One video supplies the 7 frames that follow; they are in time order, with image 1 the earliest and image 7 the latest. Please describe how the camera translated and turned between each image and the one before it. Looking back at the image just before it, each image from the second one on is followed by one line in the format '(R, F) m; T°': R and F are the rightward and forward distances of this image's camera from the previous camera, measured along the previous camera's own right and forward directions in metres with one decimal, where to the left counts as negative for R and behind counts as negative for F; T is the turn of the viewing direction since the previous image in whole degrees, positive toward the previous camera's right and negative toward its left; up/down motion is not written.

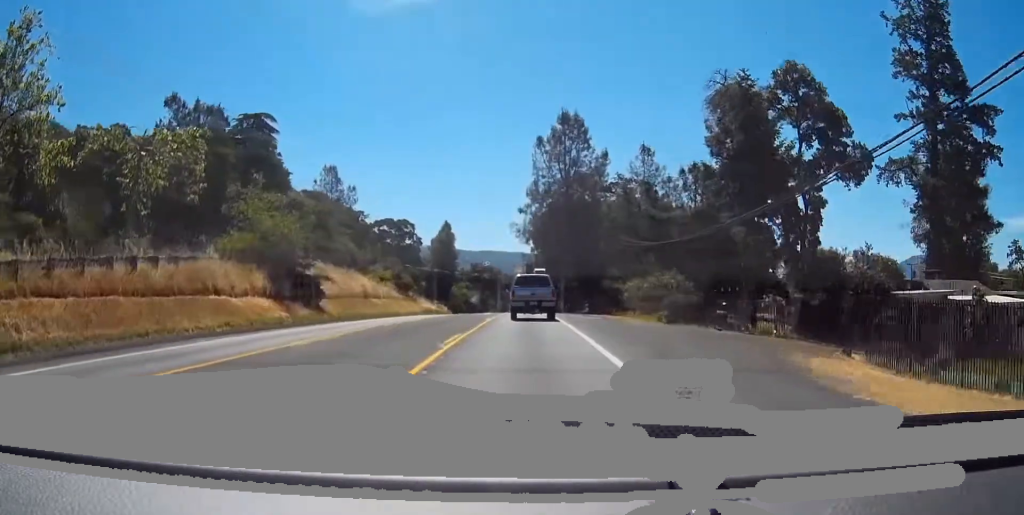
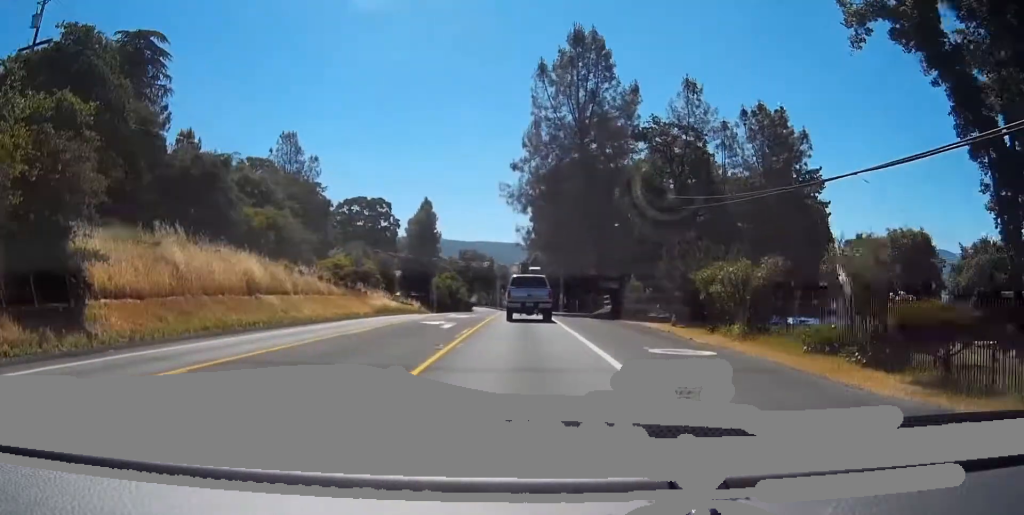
(-0.1, +25.2) m; -1°
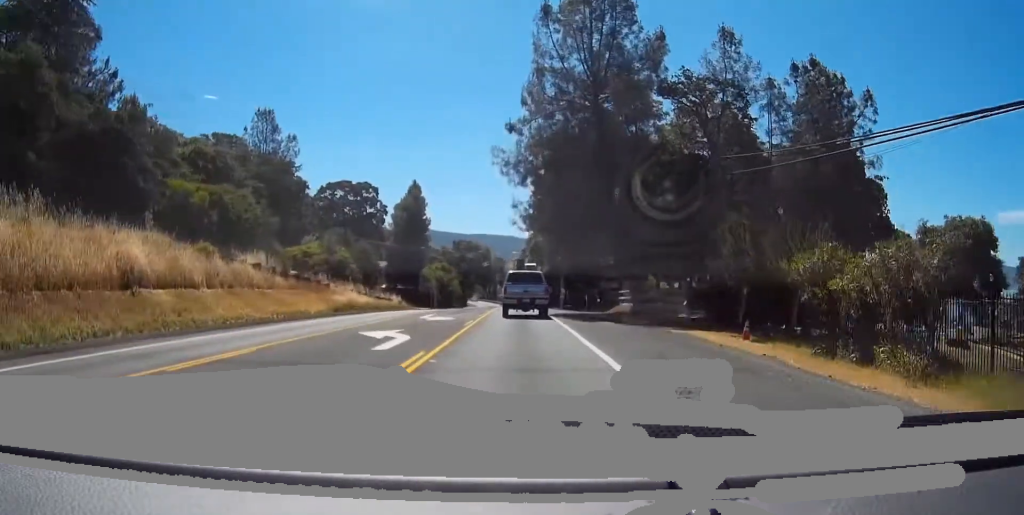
(0.0, +11.9) m; -1°
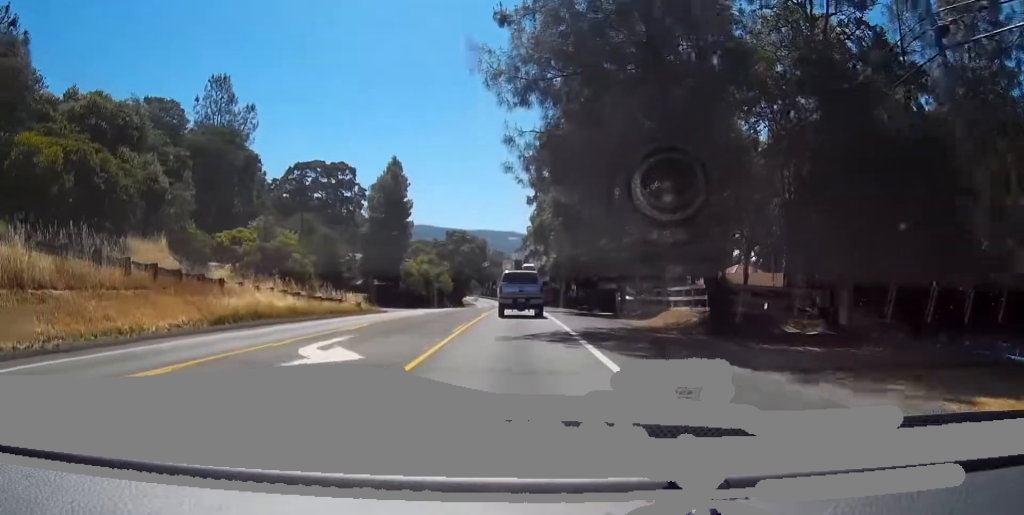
(-0.2, +18.6) m; -1°
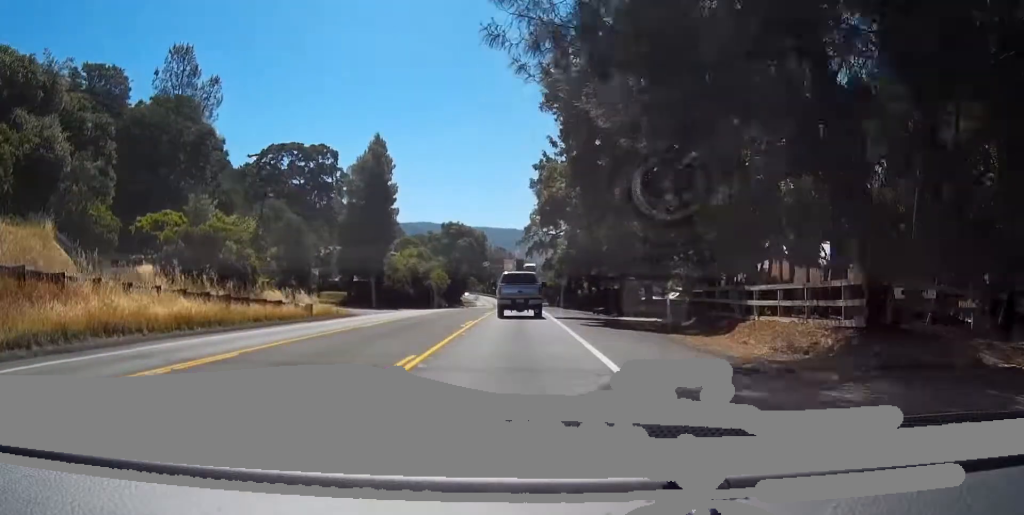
(0.0, +12.9) m; 0°
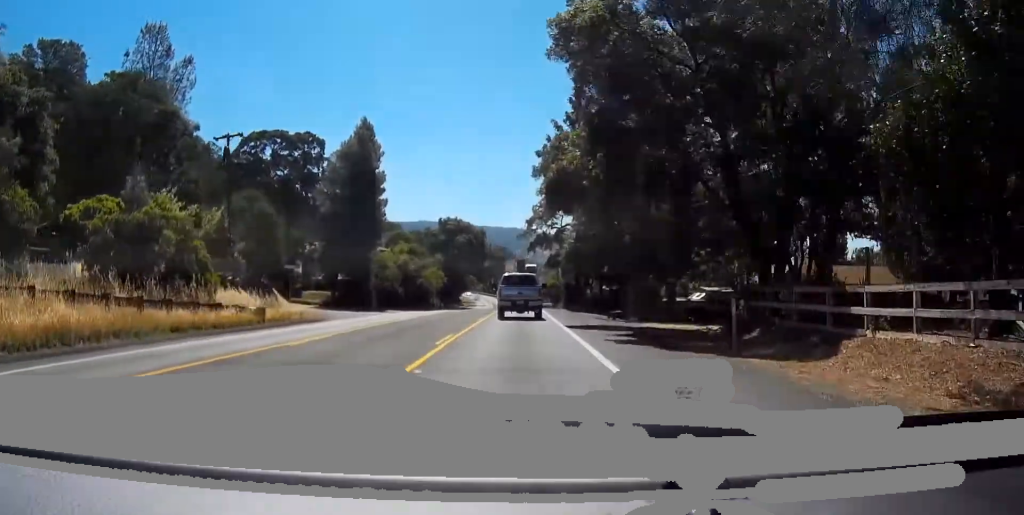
(0.0, +8.0) m; 0°
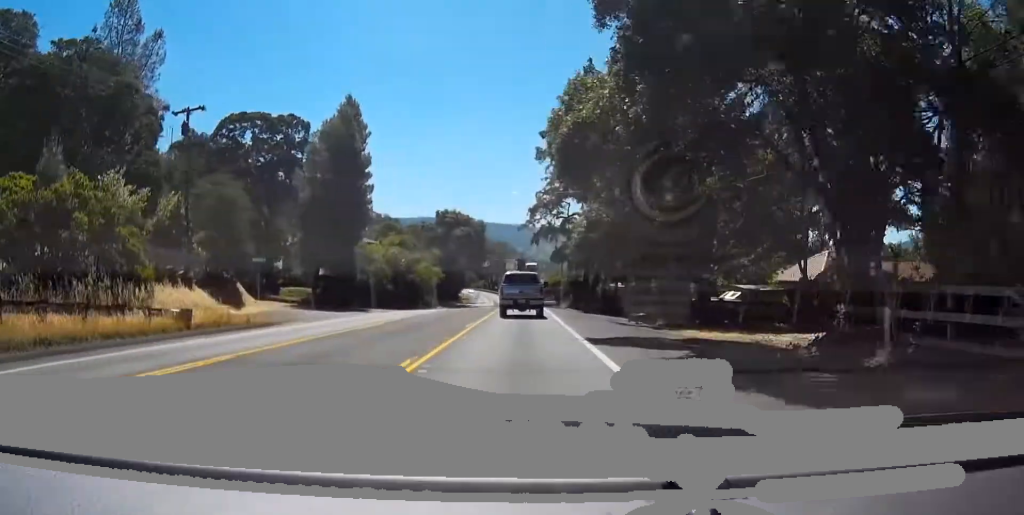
(0.0, +7.9) m; 0°
